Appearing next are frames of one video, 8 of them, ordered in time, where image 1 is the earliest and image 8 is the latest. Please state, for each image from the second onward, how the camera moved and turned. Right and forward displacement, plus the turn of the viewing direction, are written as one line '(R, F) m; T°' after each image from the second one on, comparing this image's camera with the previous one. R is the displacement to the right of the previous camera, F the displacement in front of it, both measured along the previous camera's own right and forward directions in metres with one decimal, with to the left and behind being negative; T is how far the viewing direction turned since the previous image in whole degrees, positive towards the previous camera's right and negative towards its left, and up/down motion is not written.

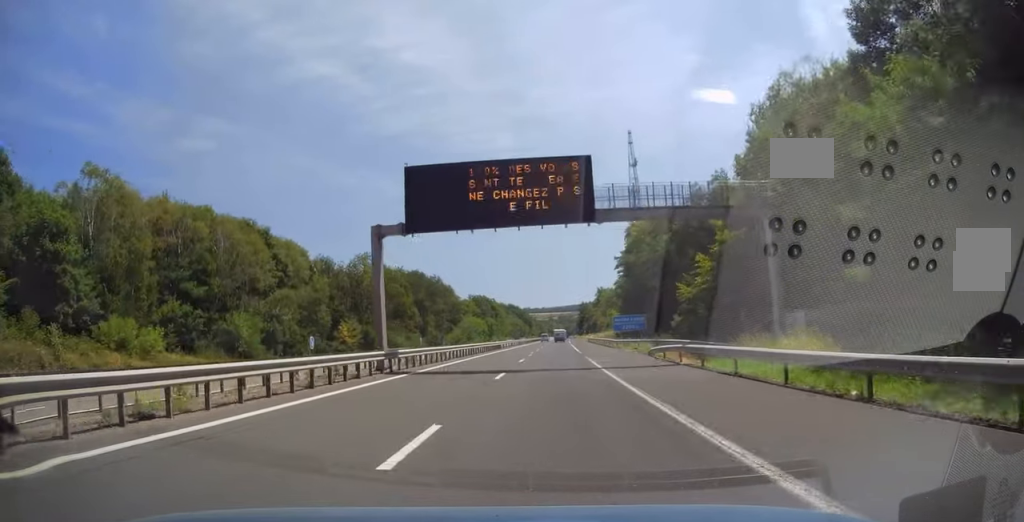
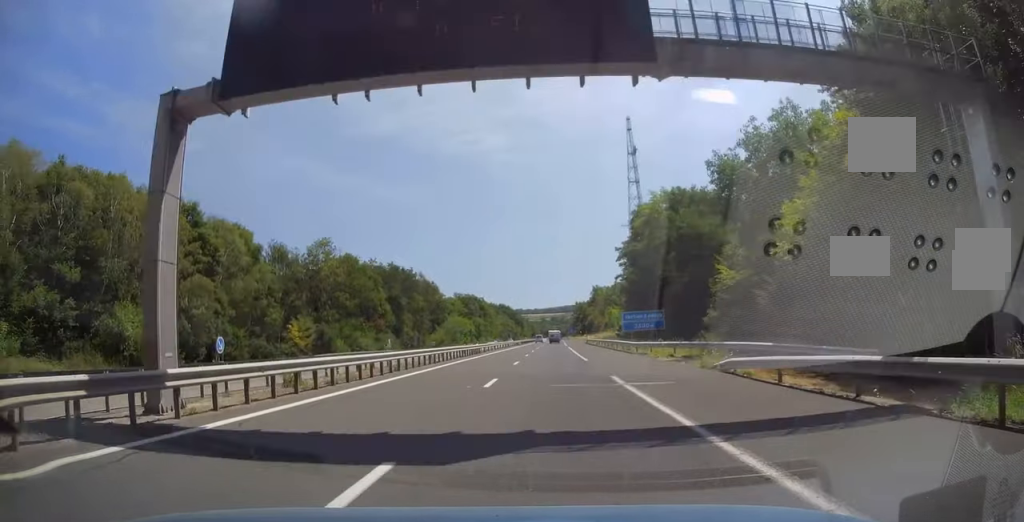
(+0.2, +15.7) m; +1°
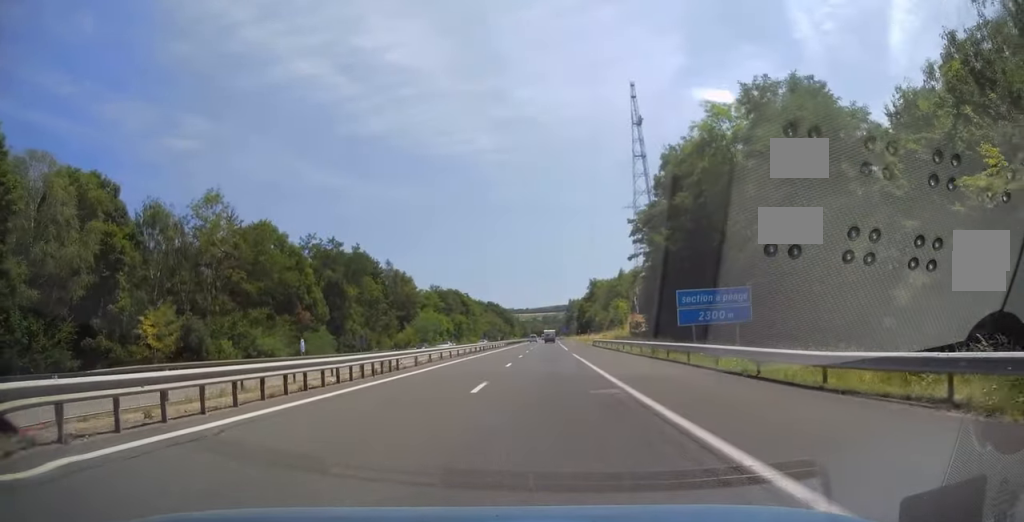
(+0.1, +28.2) m; 0°
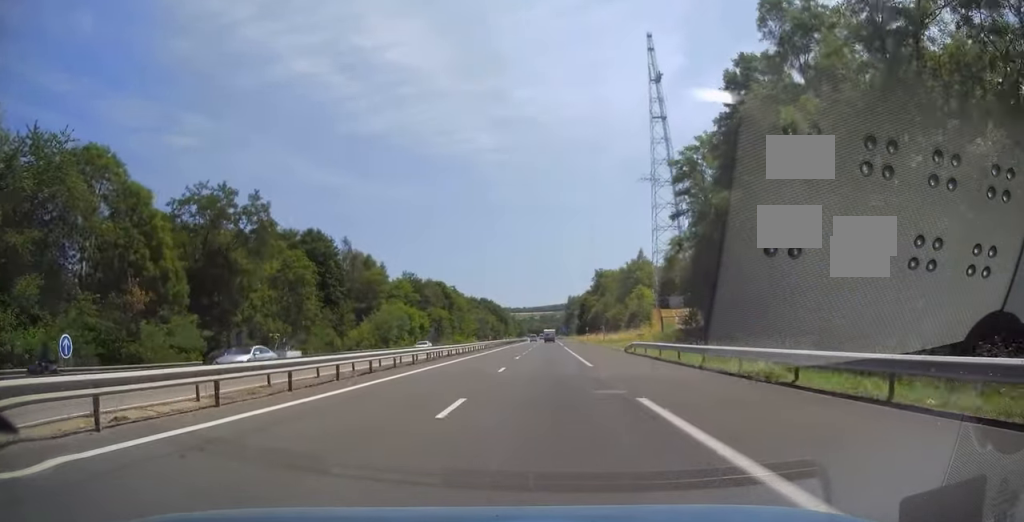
(0.0, +30.7) m; +1°
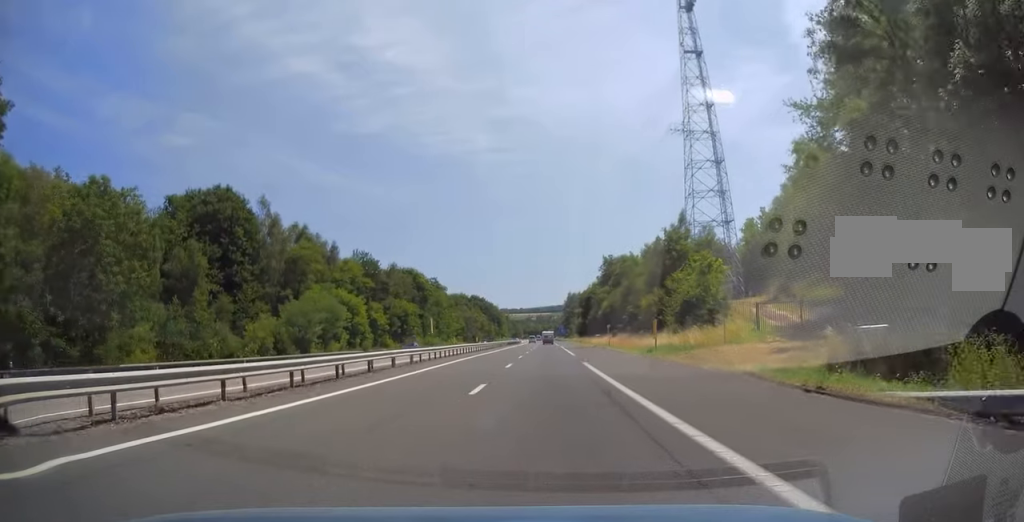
(+0.5, +35.0) m; +1°
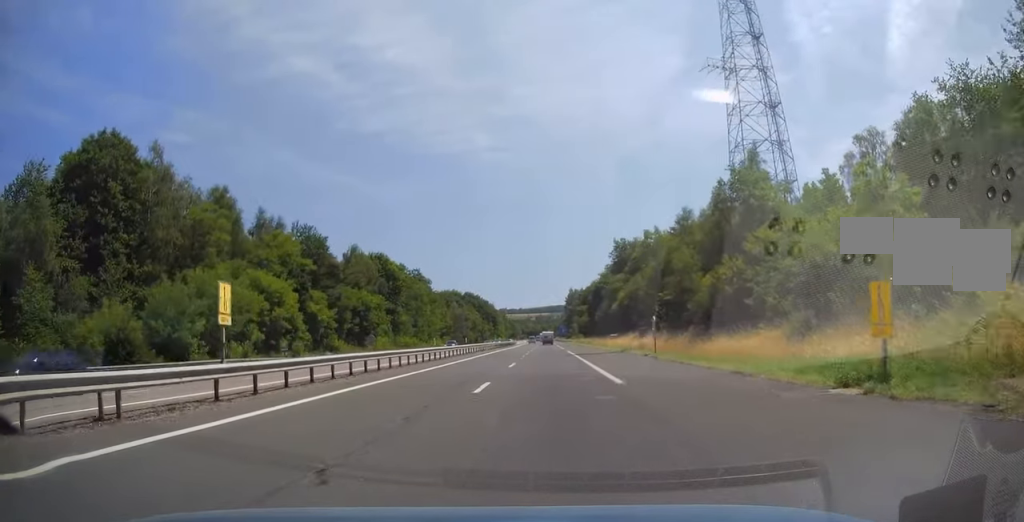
(0.0, +26.3) m; 0°
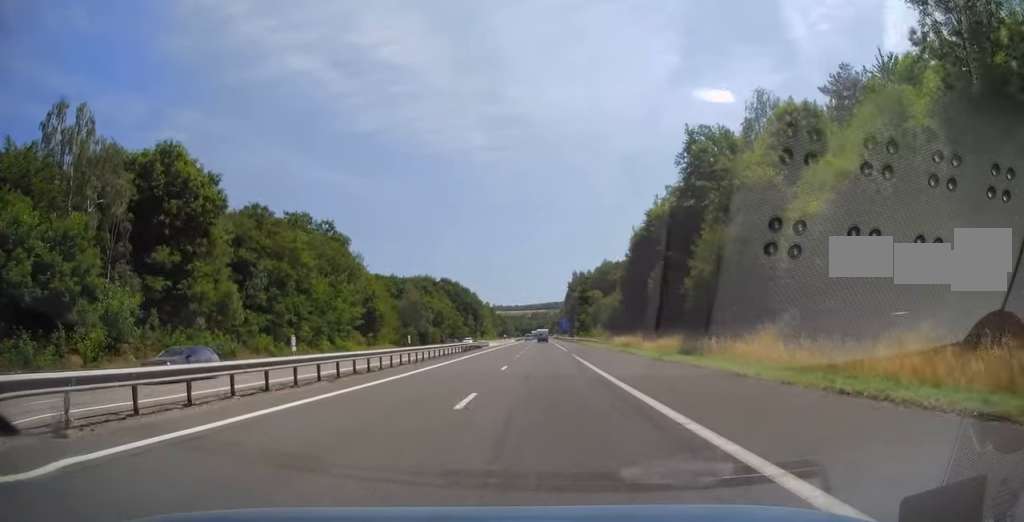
(0.0, +69.0) m; 0°
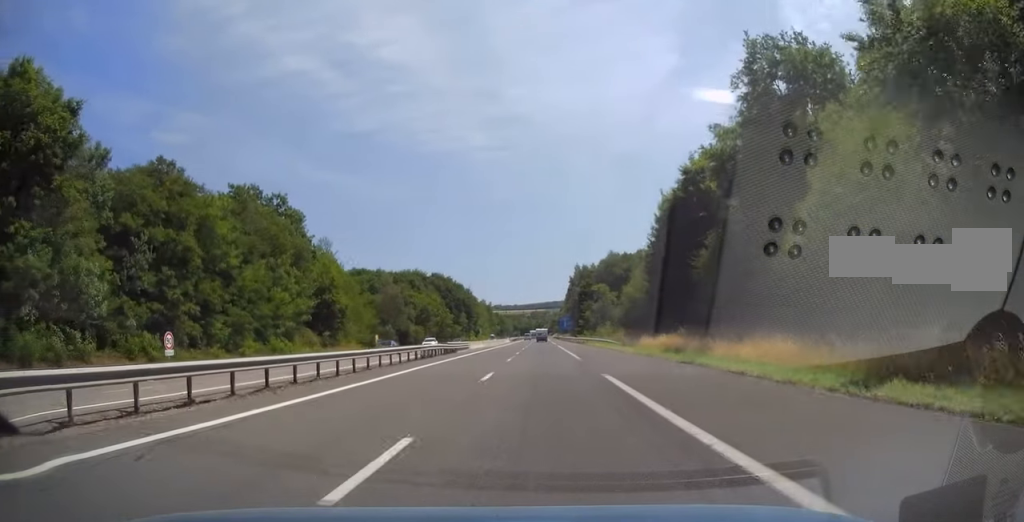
(0.0, +19.8) m; 0°
